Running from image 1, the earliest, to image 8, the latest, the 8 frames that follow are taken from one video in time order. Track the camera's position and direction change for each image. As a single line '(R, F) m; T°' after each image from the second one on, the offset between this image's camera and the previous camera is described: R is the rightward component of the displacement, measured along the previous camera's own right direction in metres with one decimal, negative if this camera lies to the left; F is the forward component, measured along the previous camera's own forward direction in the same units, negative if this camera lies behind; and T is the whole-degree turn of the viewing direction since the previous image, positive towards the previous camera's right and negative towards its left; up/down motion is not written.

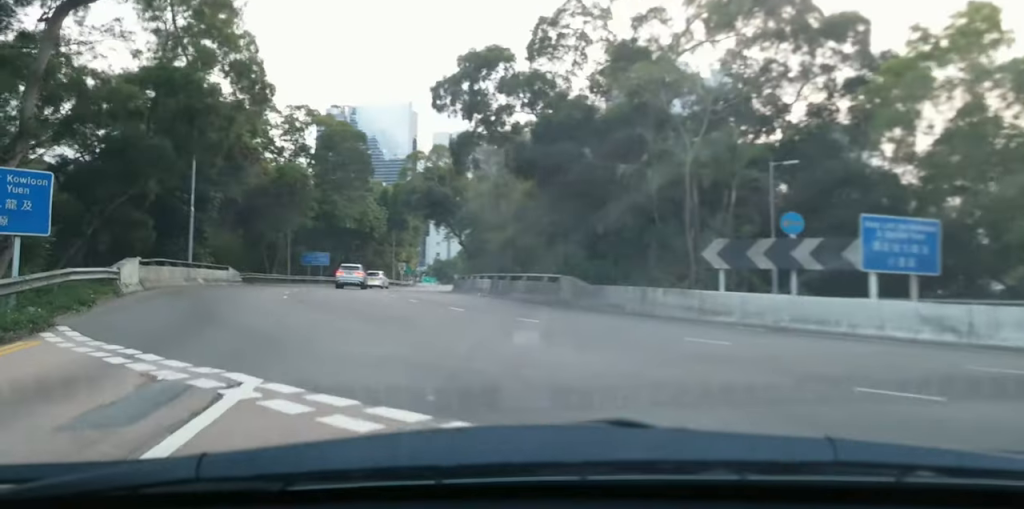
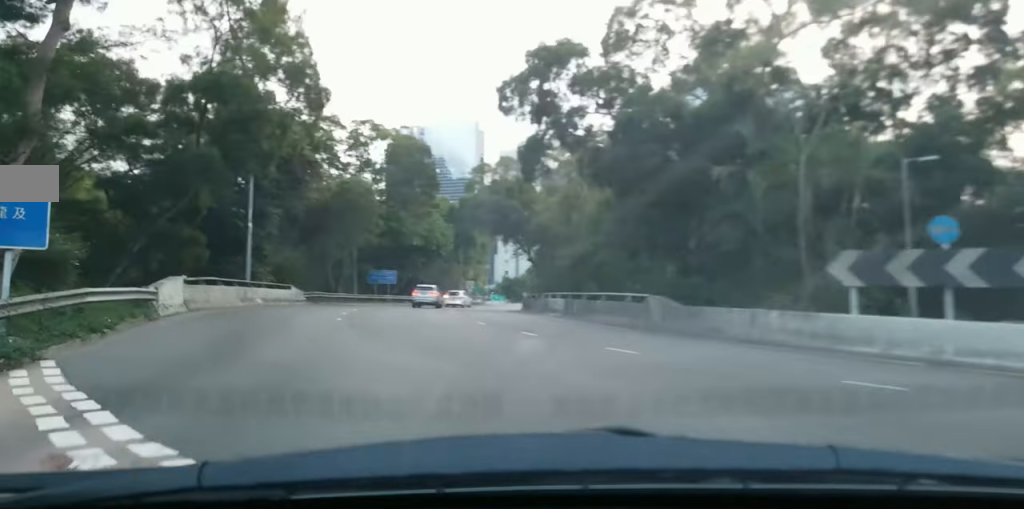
(-0.1, +3.2) m; -5°
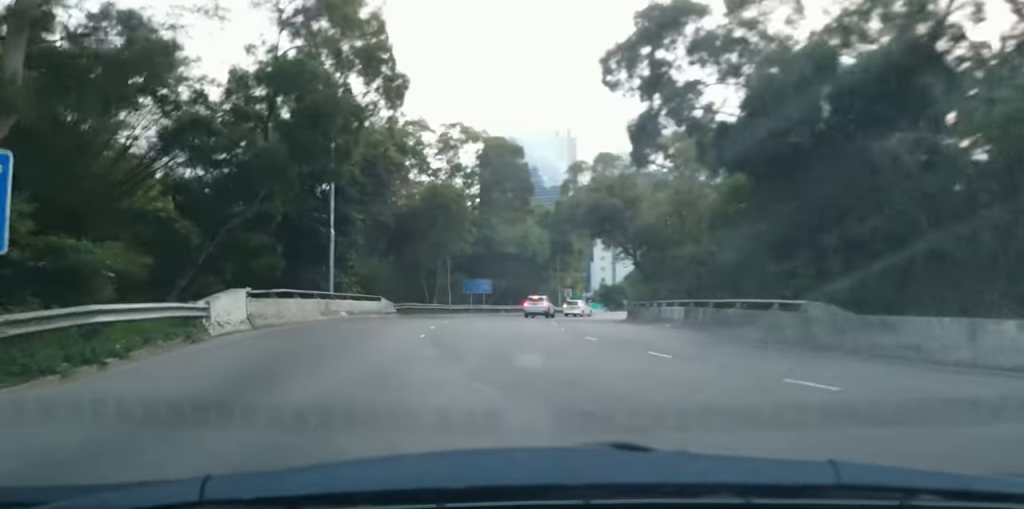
(-0.5, +3.9) m; -6°
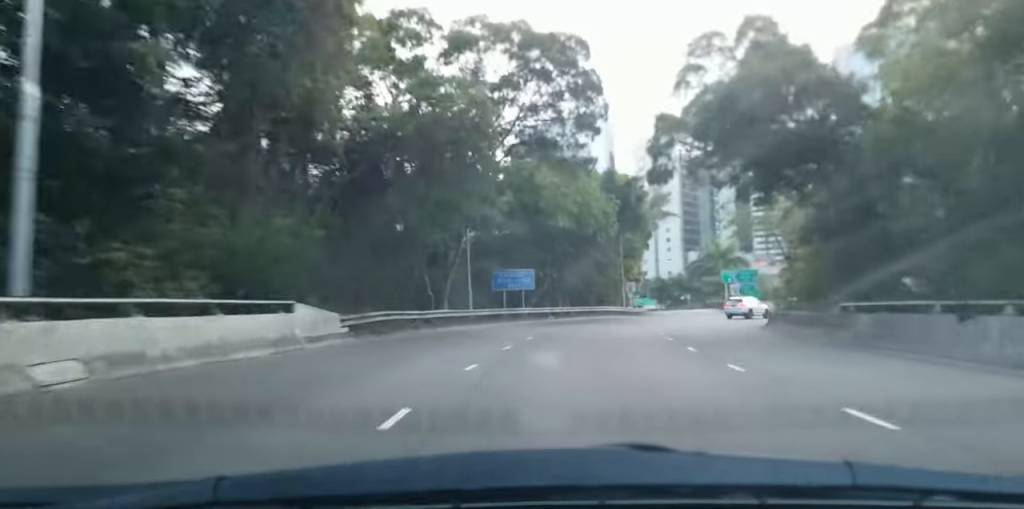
(-0.9, +21.3) m; 0°
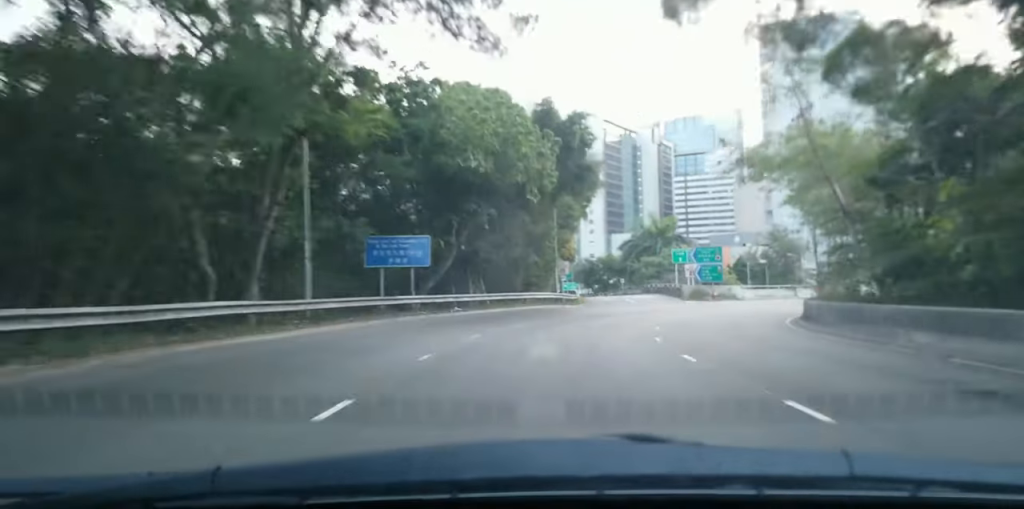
(+0.4, +15.5) m; +2°
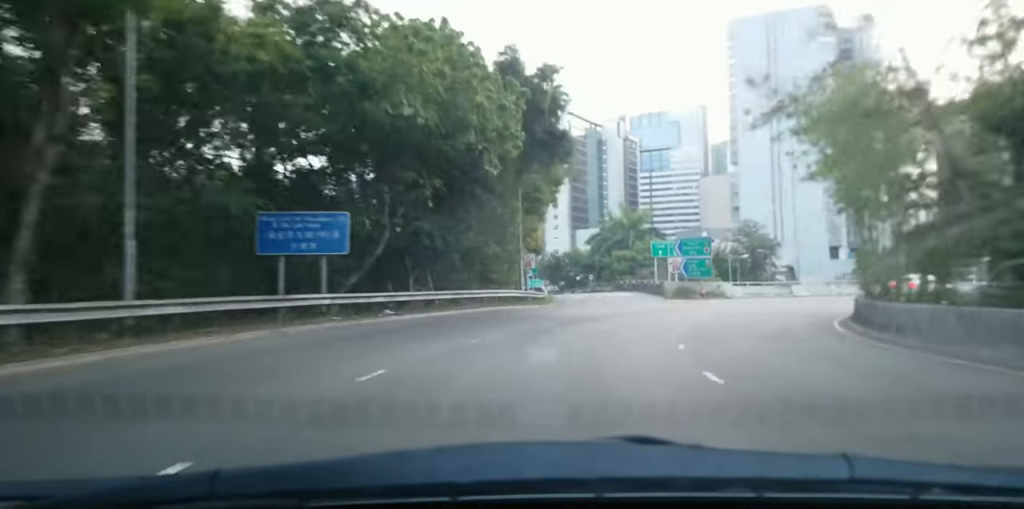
(+0.1, +8.7) m; +2°
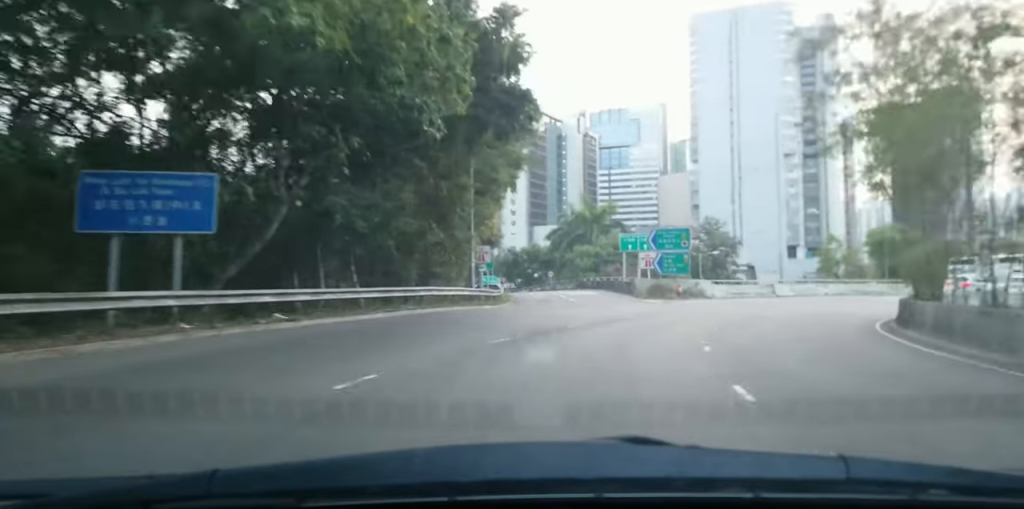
(-0.2, +6.8) m; +2°
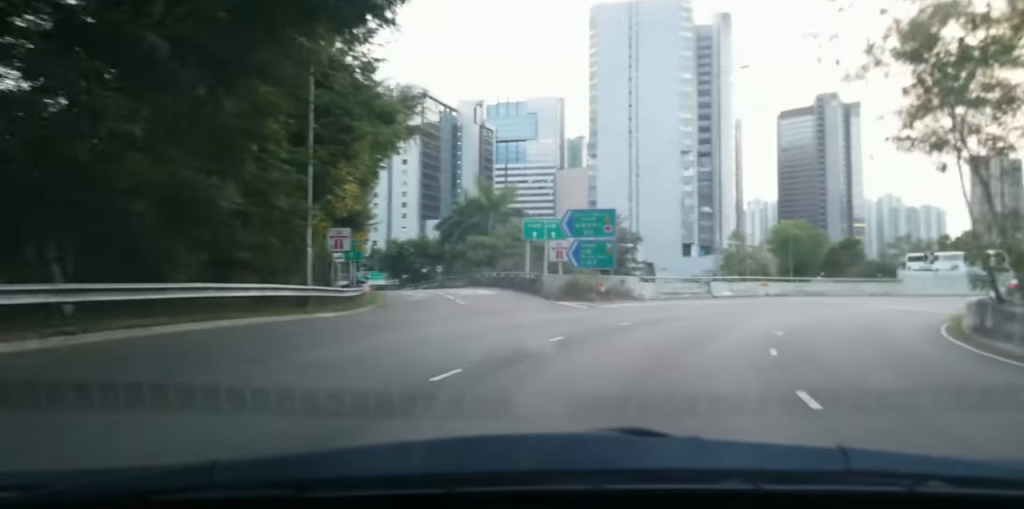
(+0.9, +13.0) m; +8°
